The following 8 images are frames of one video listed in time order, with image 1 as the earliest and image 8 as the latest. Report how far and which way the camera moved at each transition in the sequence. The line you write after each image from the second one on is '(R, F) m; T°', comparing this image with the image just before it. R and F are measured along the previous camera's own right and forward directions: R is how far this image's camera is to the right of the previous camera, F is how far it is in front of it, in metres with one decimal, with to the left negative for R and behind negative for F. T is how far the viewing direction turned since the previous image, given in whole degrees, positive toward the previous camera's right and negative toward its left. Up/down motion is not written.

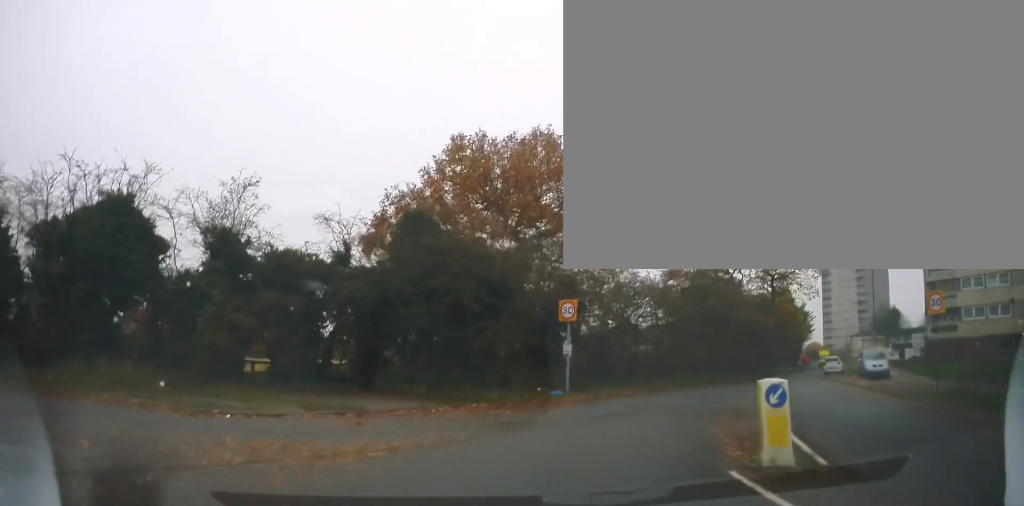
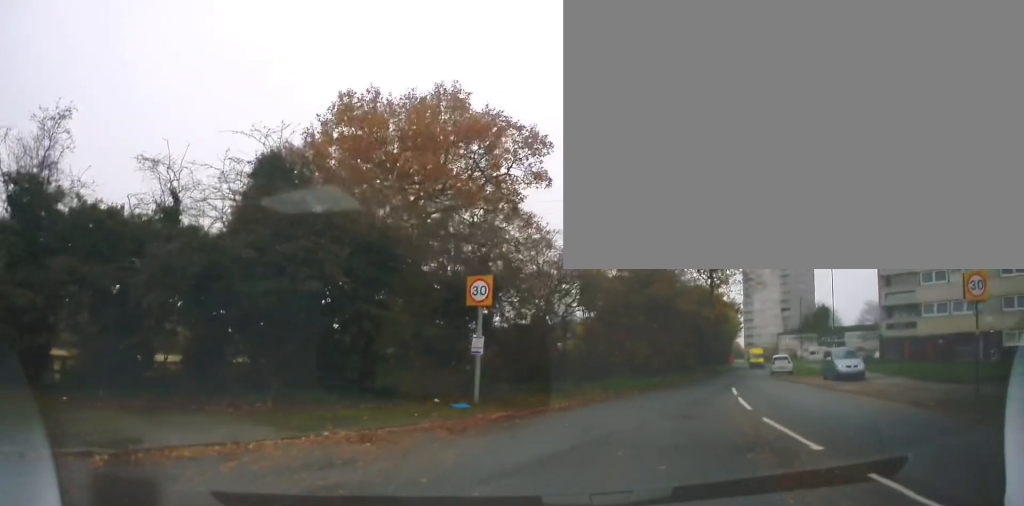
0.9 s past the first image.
(+0.3, +6.0) m; +8°
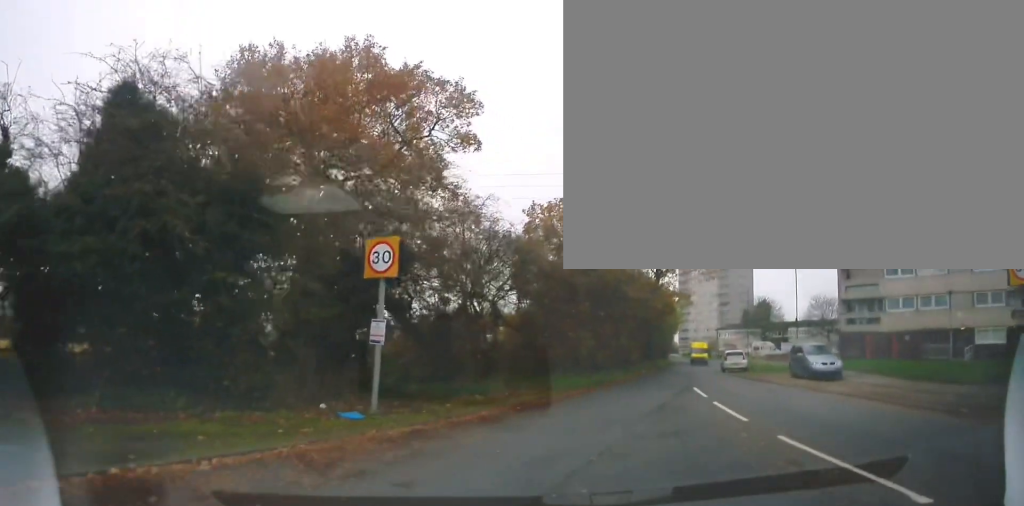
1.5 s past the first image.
(+0.3, +4.0) m; +6°
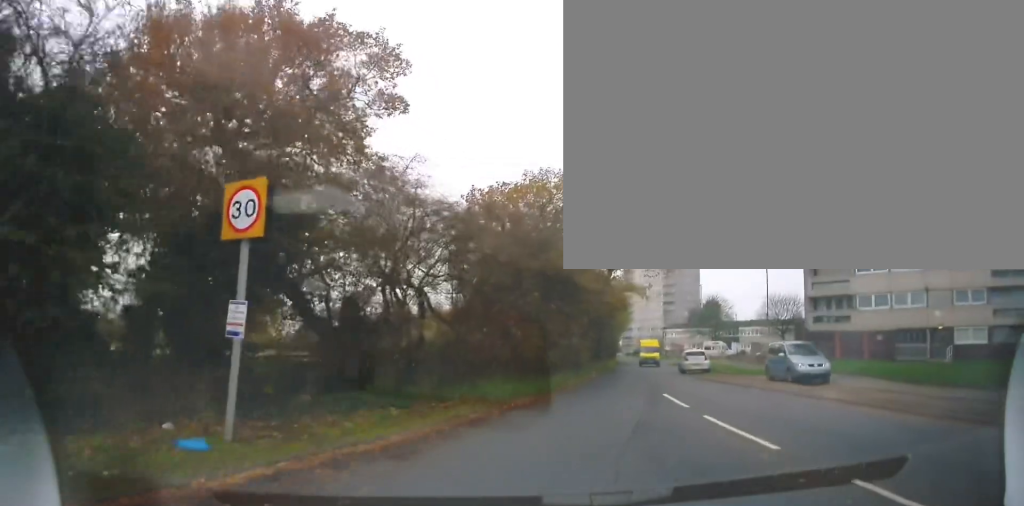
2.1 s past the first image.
(+0.1, +3.5) m; +4°
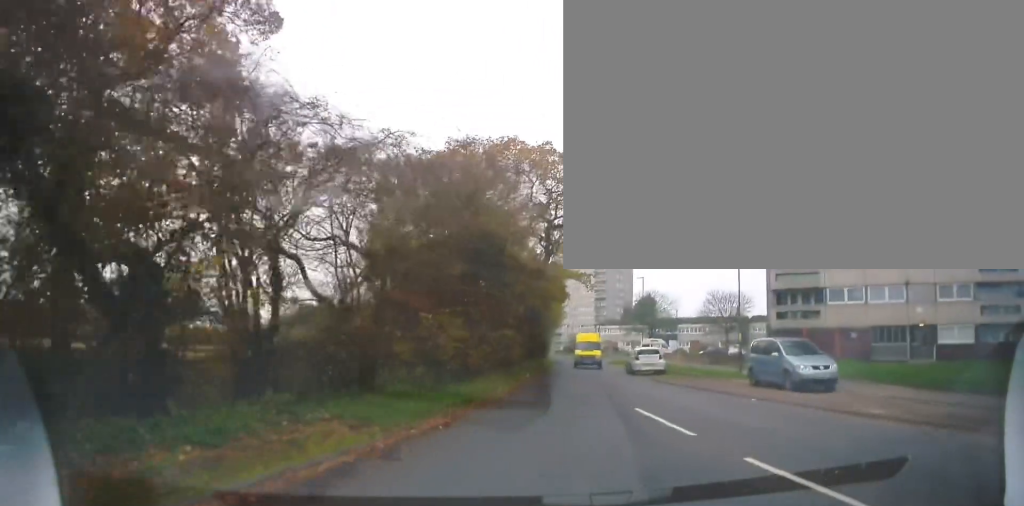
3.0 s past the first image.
(+0.3, +5.6) m; +3°
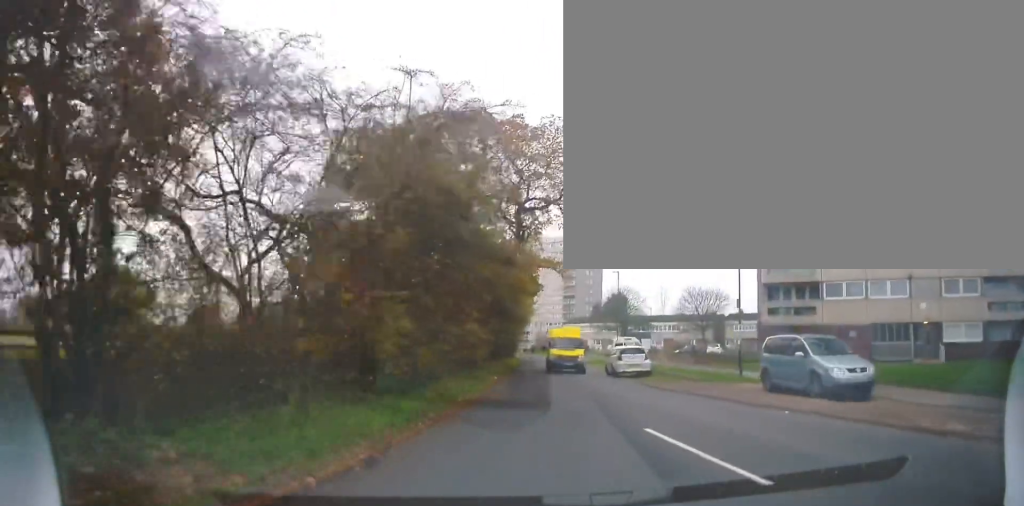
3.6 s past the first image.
(+0.5, +3.7) m; -2°
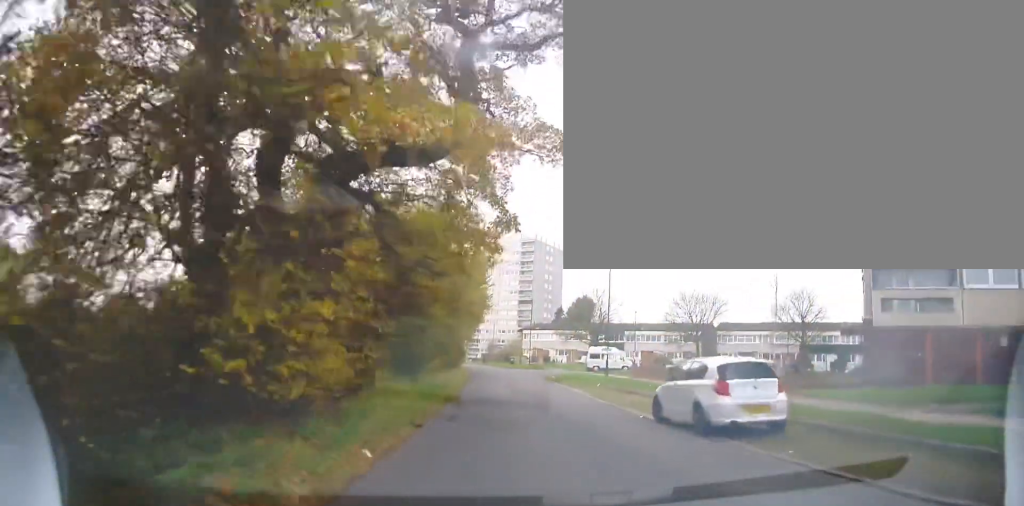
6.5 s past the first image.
(+0.6, +16.1) m; +11°
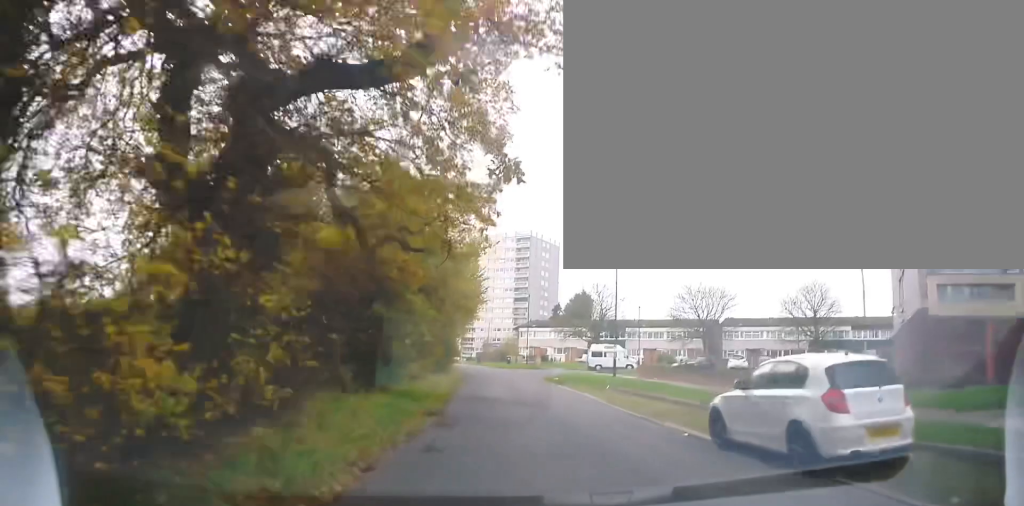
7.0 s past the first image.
(+0.2, +3.6) m; +3°
